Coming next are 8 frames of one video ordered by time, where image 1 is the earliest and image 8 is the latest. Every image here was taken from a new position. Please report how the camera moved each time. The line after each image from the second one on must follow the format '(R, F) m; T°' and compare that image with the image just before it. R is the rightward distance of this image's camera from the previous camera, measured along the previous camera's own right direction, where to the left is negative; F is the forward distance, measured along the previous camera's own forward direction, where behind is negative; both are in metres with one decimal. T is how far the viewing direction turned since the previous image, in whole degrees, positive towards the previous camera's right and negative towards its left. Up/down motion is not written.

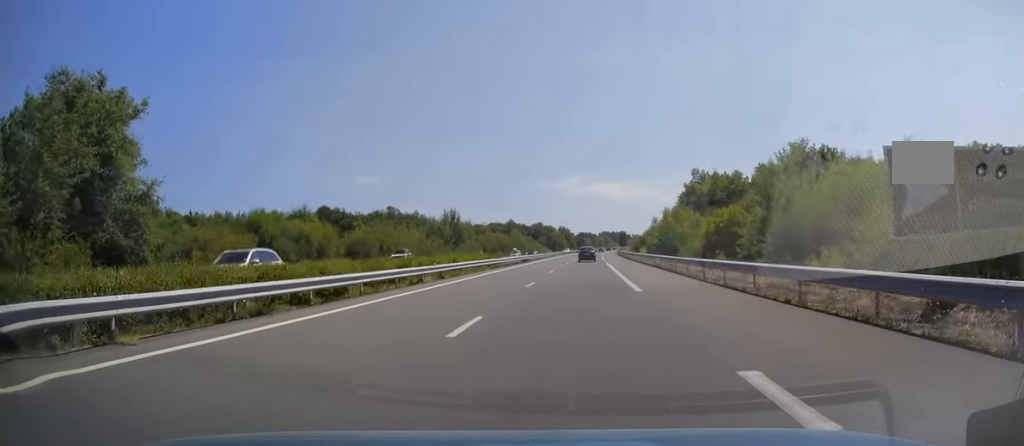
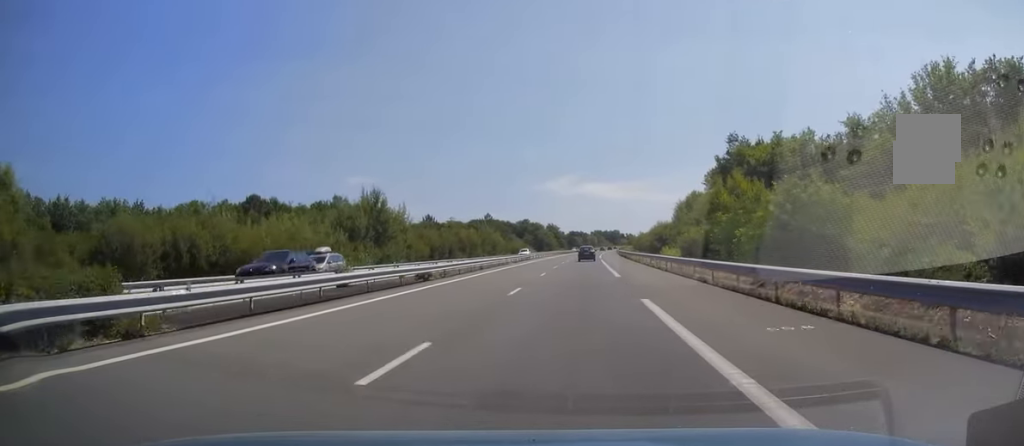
(+0.5, +42.7) m; +1°
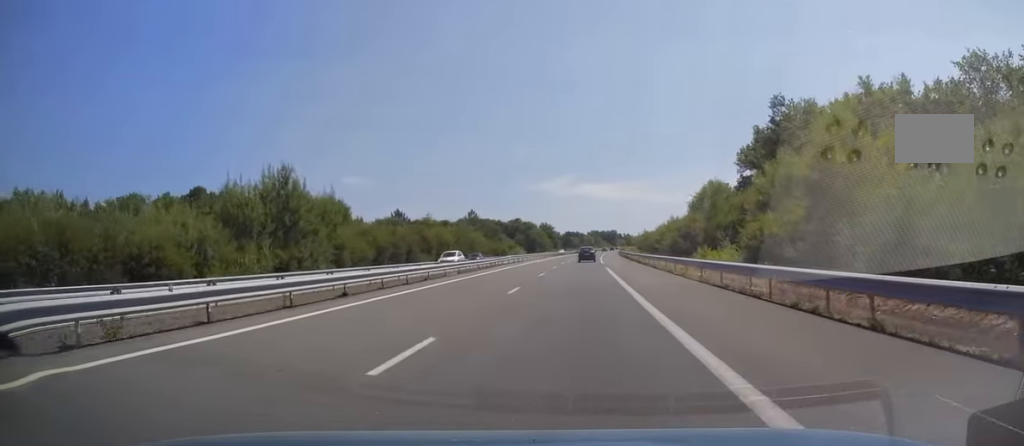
(+0.1, +25.5) m; 0°
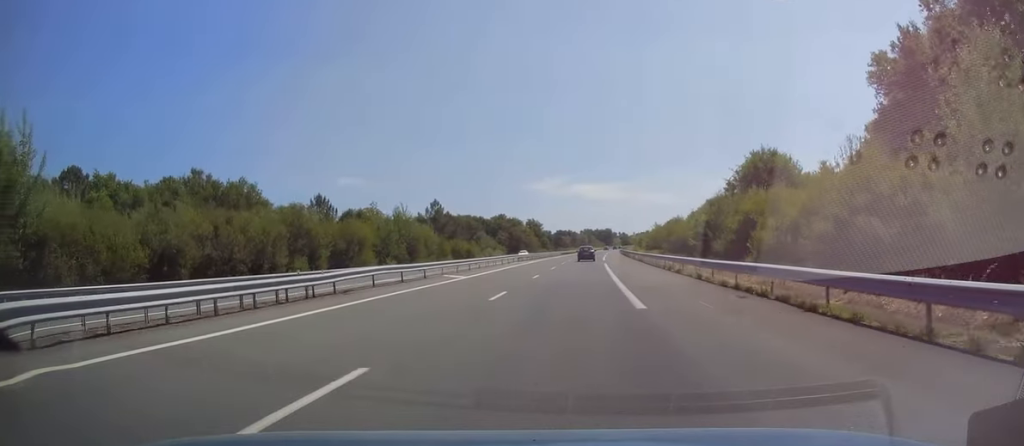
(0.0, +41.7) m; 0°
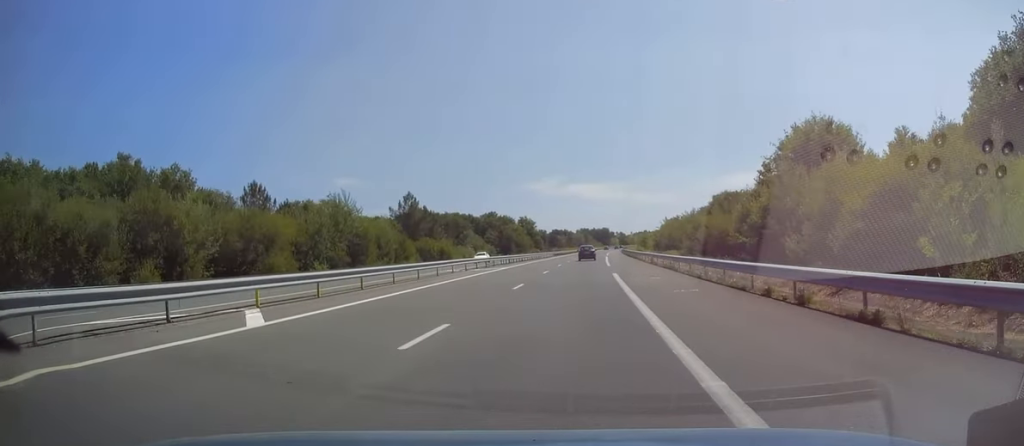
(0.0, +21.6) m; +1°
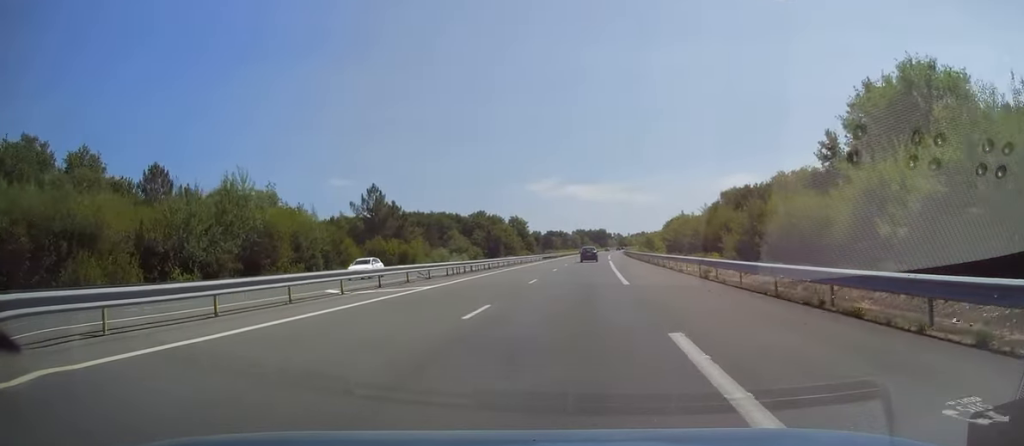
(+0.2, +22.1) m; +1°
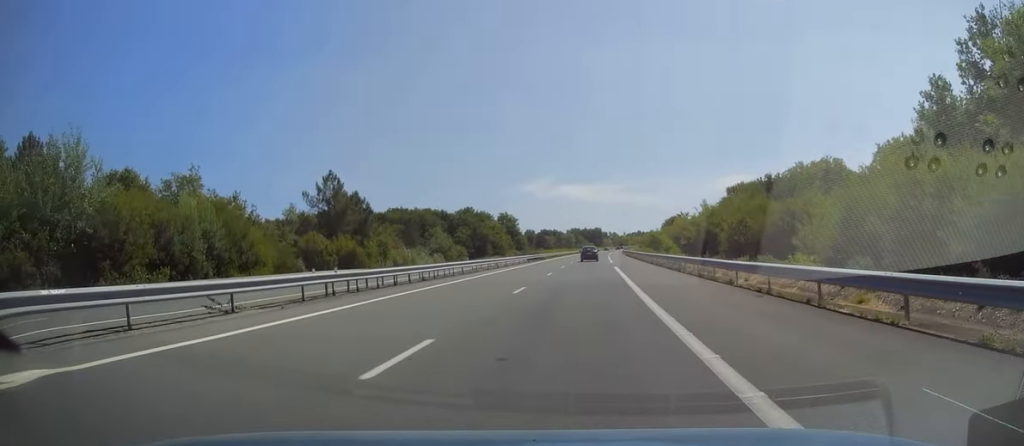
(+0.1, +19.1) m; 0°
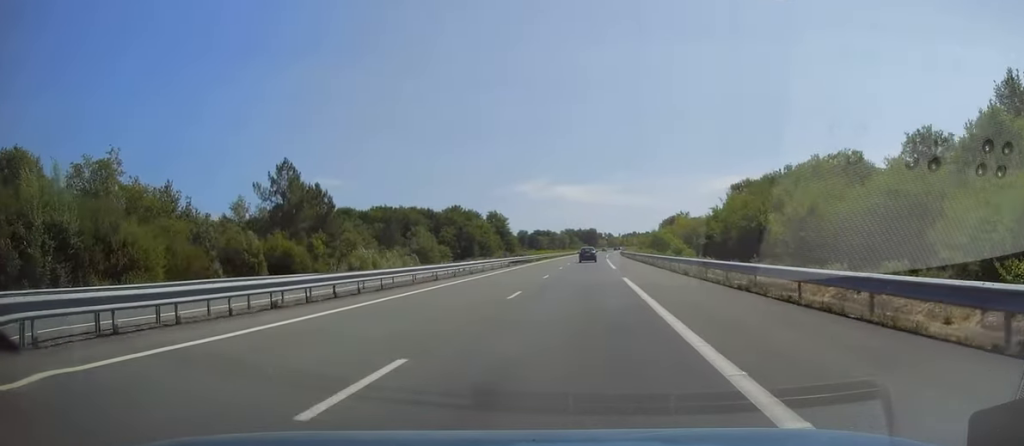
(0.0, +14.7) m; 0°
